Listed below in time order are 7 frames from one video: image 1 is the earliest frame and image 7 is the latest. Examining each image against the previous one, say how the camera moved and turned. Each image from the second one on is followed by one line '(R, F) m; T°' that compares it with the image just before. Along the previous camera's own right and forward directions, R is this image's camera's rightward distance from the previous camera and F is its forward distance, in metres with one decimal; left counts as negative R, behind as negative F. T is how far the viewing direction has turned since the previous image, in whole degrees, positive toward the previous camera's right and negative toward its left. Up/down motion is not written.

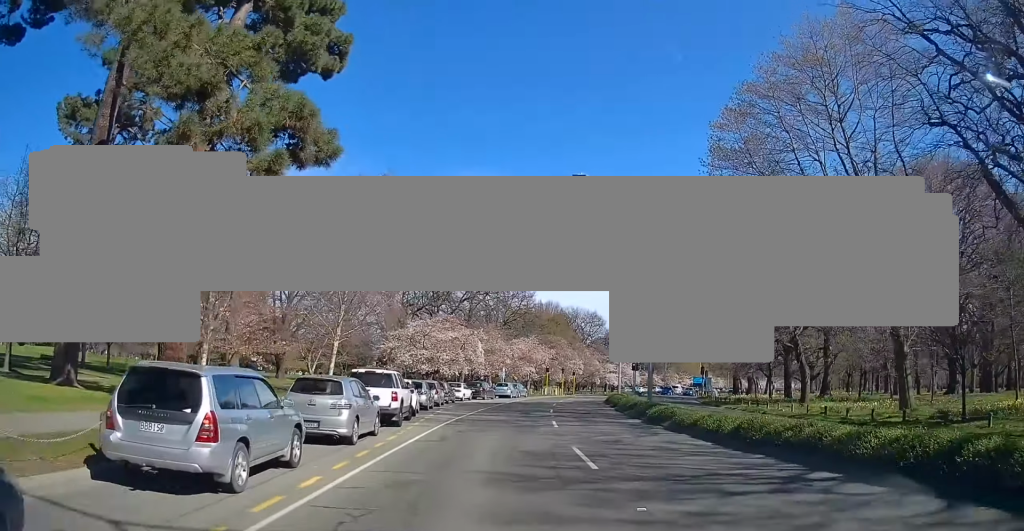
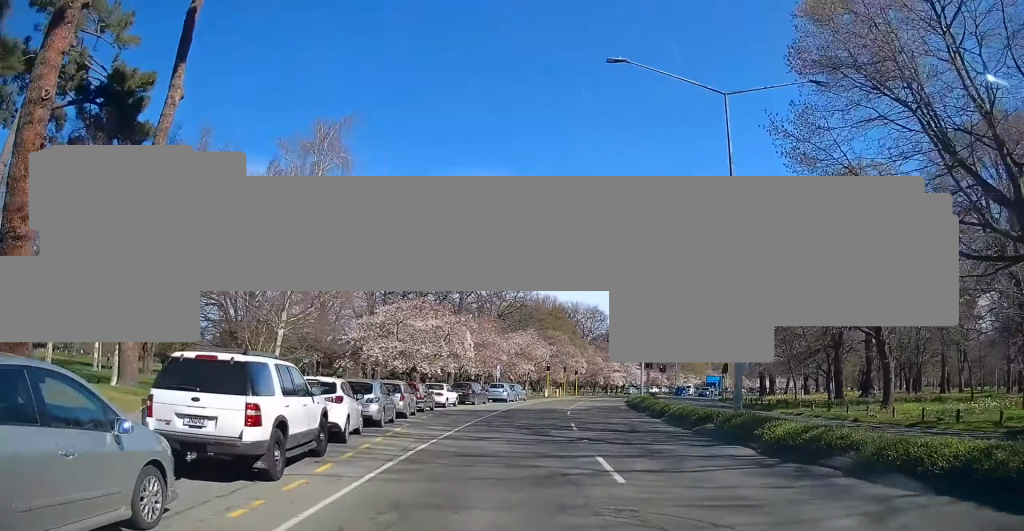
(+0.2, +11.4) m; +1°
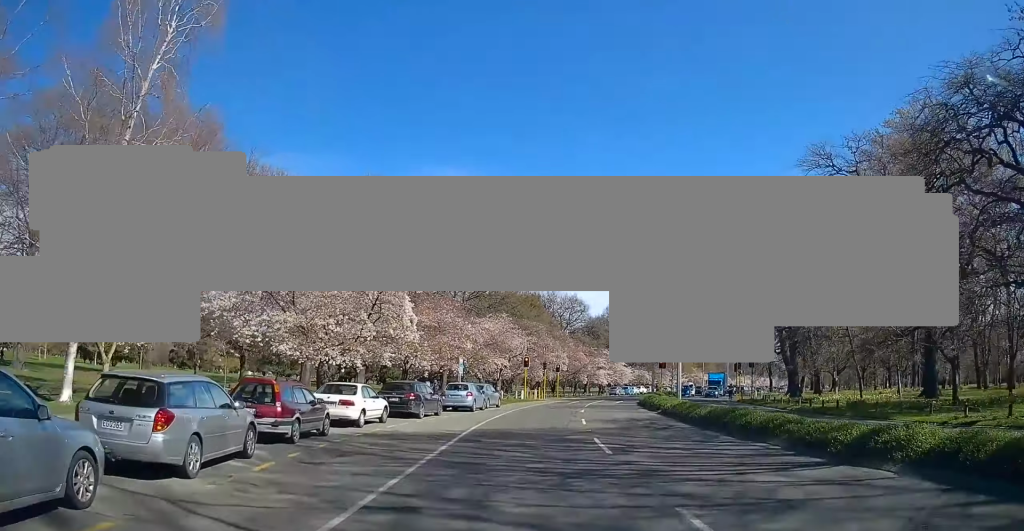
(+0.1, +16.6) m; +3°
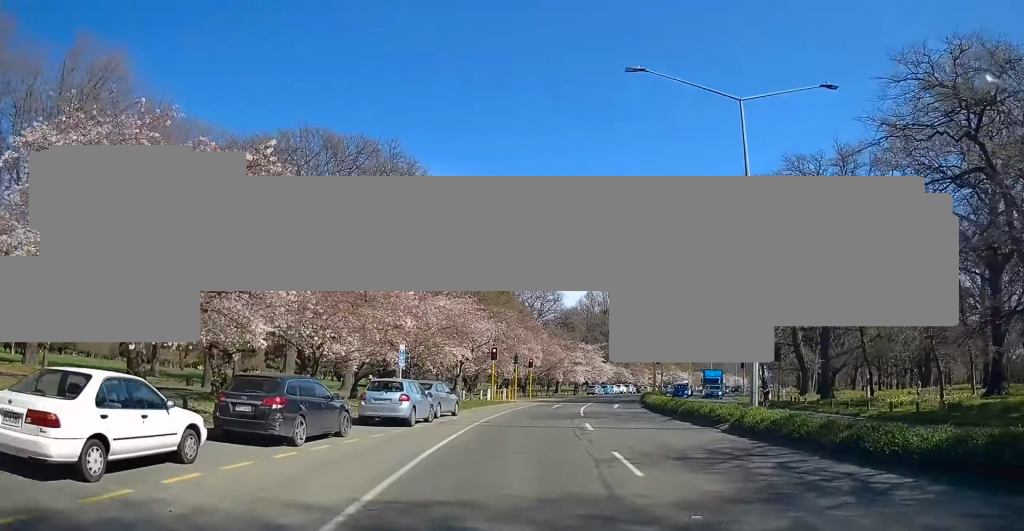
(+0.7, +13.0) m; +6°
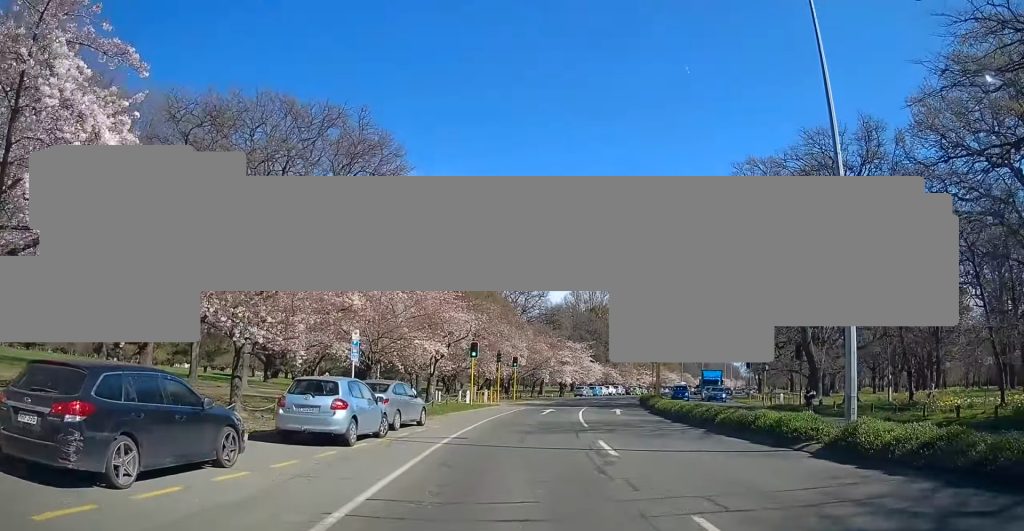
(+0.1, +6.2) m; -1°
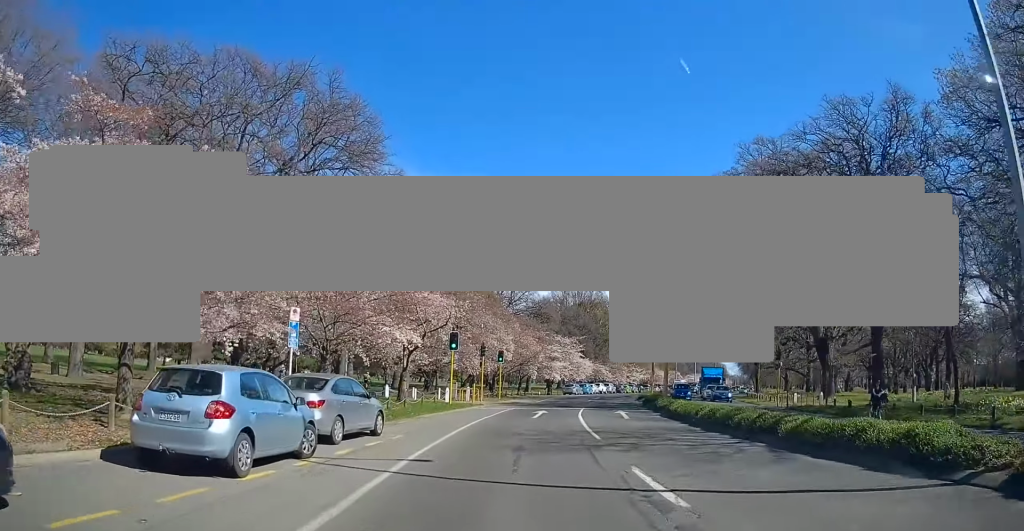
(0.0, +5.4) m; -1°
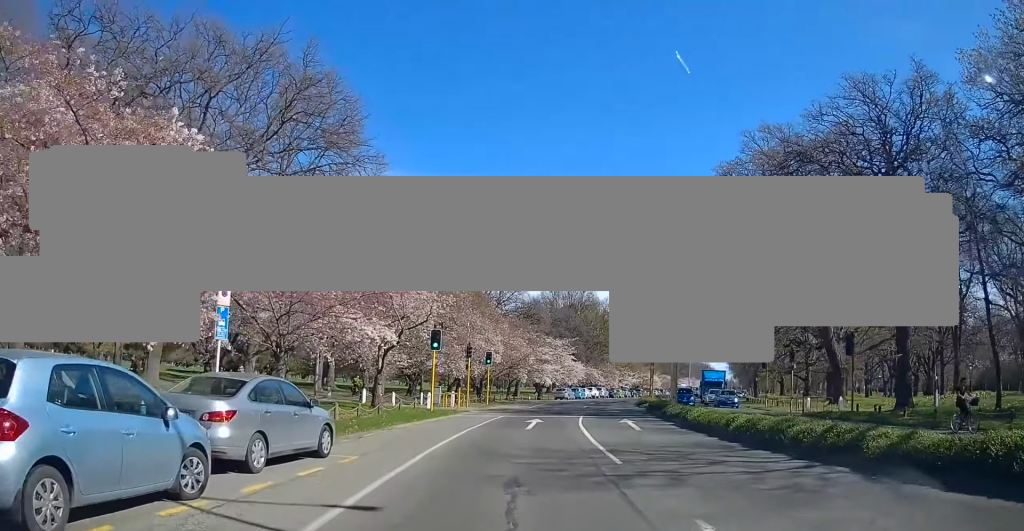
(-0.2, +3.9) m; 0°
